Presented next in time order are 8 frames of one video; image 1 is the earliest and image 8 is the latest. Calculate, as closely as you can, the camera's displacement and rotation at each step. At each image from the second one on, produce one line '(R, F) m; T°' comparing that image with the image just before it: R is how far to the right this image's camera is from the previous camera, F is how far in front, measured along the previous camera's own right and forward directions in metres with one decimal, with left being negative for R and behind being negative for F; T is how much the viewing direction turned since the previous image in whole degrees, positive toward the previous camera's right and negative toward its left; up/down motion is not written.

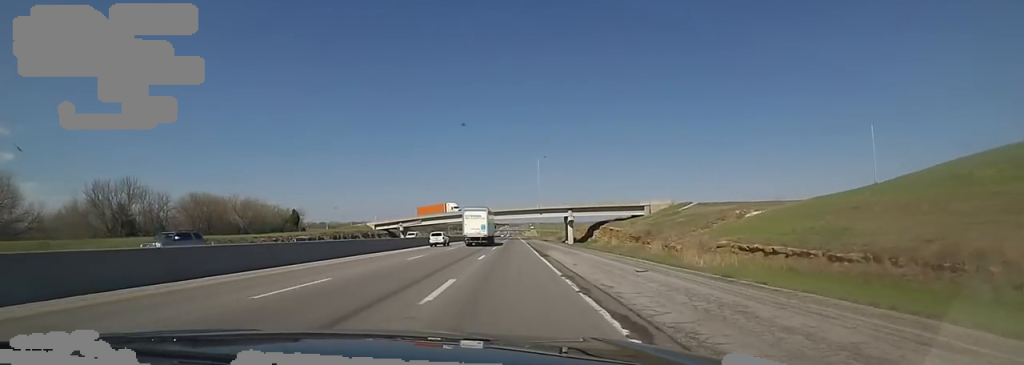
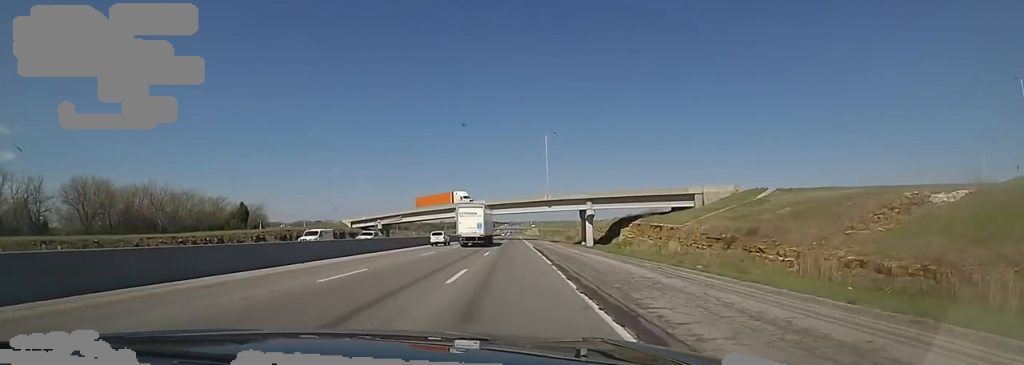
(+0.8, +27.0) m; 0°
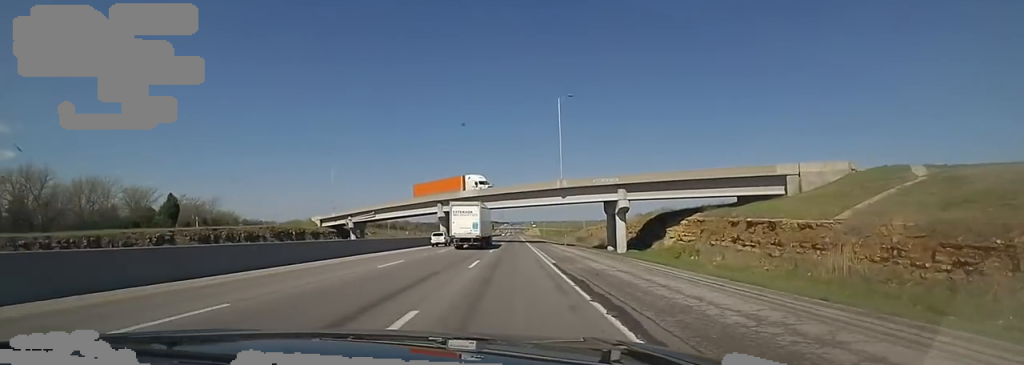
(-0.9, +24.7) m; -2°
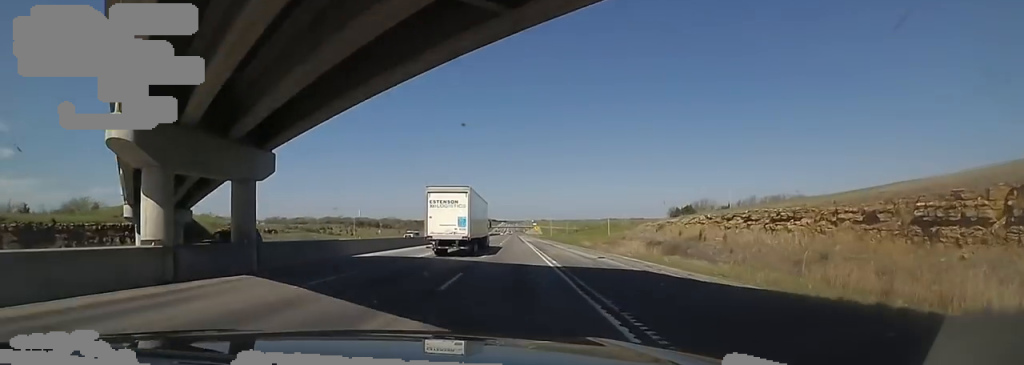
(-0.7, +69.3) m; -1°
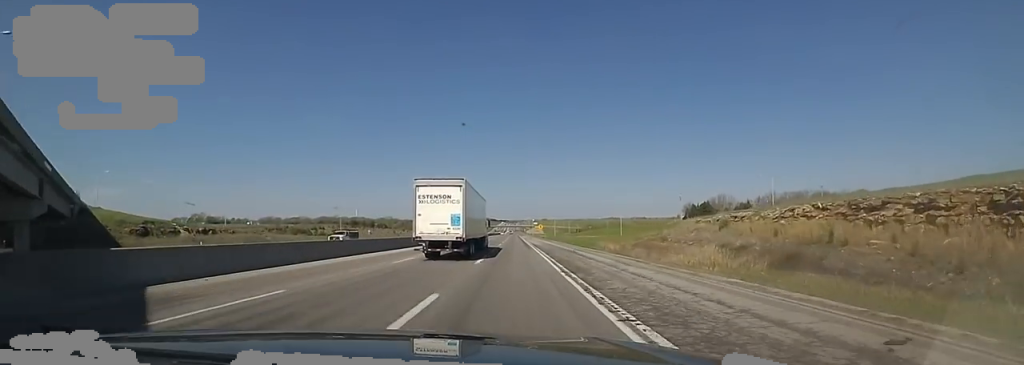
(0.0, +21.0) m; 0°
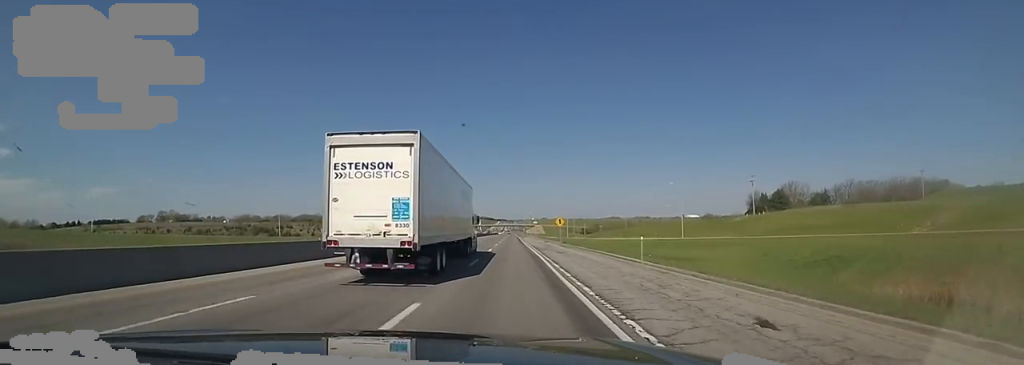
(+2.2, +62.9) m; +2°
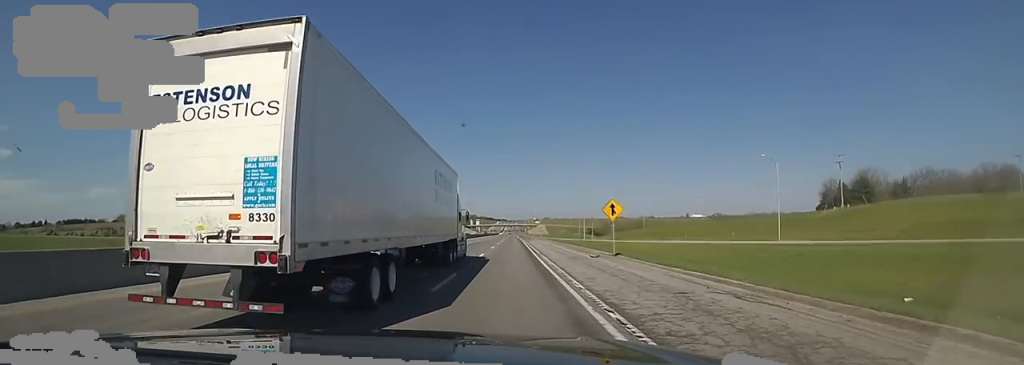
(-1.3, +39.1) m; -2°
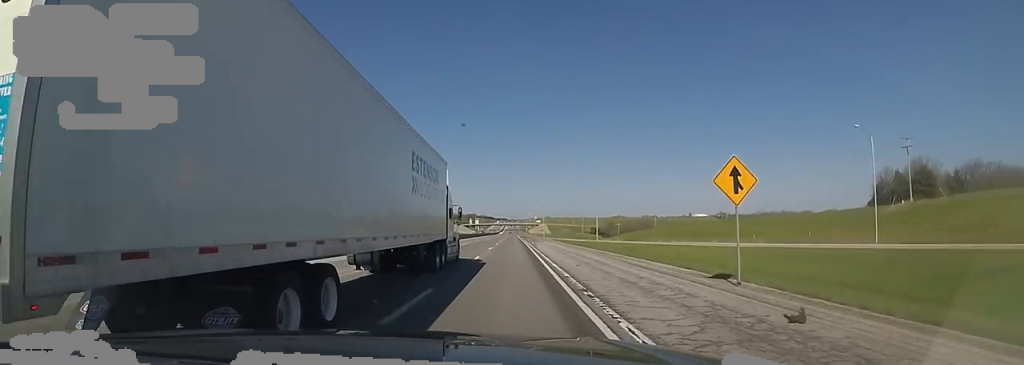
(-0.1, +19.4) m; 0°
